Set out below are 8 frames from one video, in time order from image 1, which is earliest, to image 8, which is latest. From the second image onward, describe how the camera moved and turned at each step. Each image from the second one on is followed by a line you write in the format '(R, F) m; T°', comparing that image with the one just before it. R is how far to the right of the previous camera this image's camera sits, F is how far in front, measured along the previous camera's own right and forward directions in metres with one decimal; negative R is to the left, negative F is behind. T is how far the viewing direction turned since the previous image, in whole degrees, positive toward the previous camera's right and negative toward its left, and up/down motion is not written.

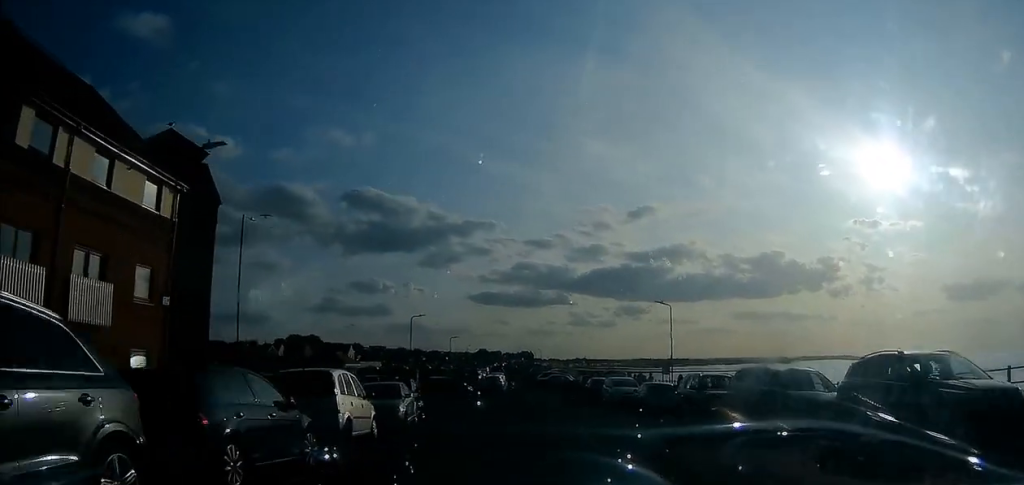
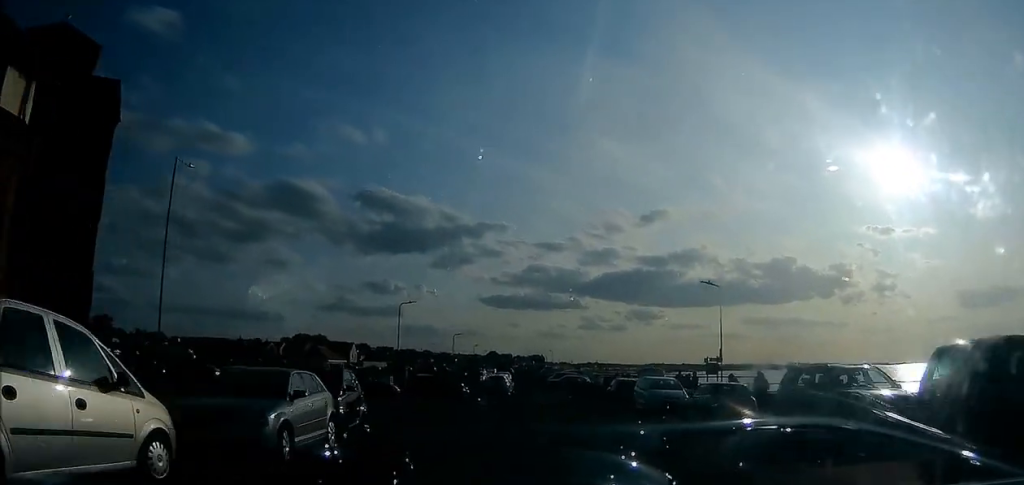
(+0.1, +9.1) m; 0°
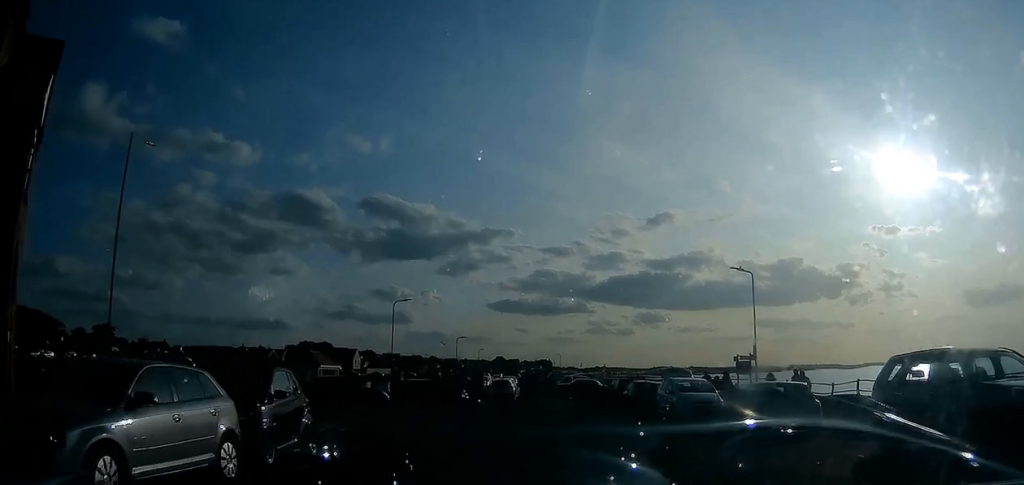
(0.0, +4.2) m; 0°
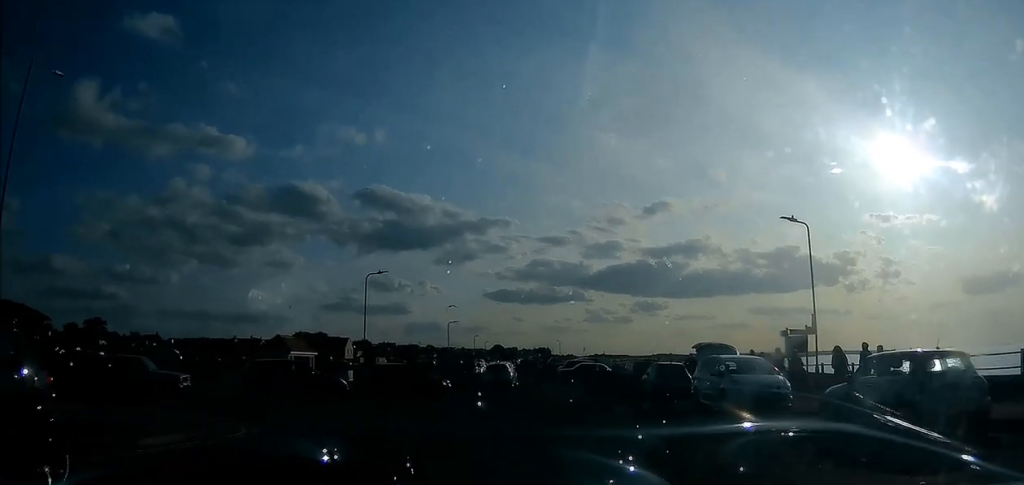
(0.0, +6.5) m; 0°
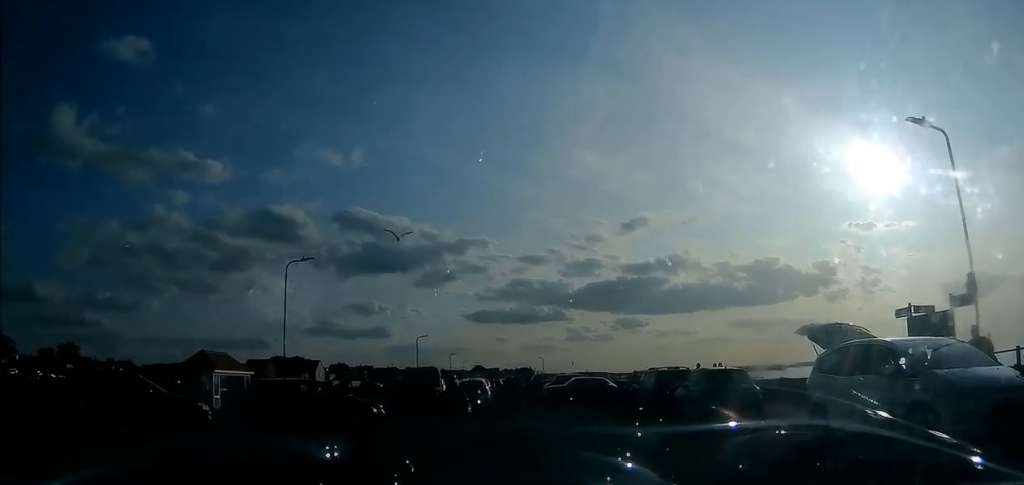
(0.0, +9.6) m; +1°
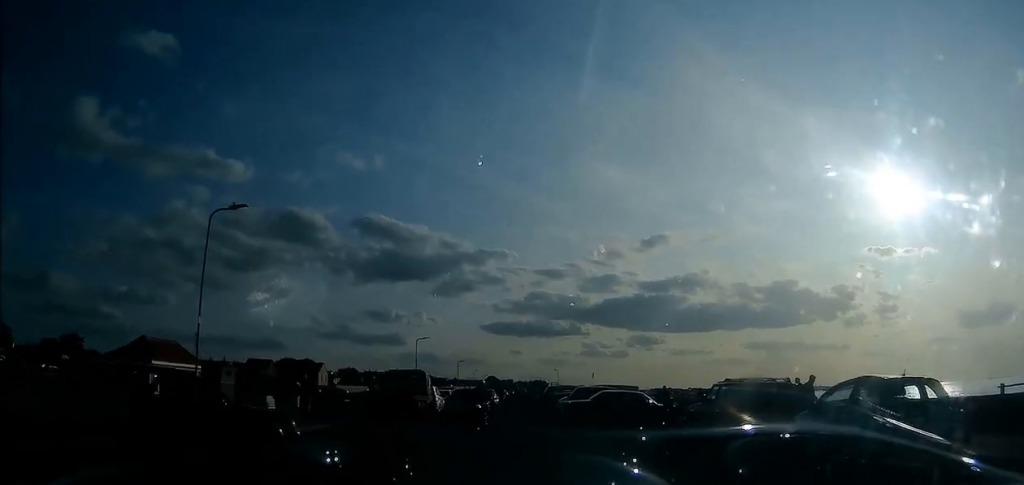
(+0.1, +8.6) m; -1°
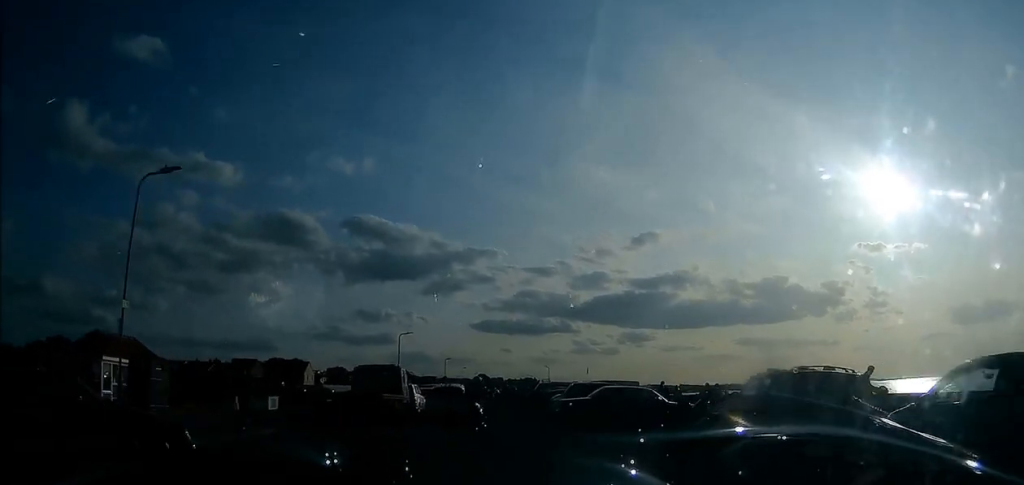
(-0.1, +3.7) m; -1°
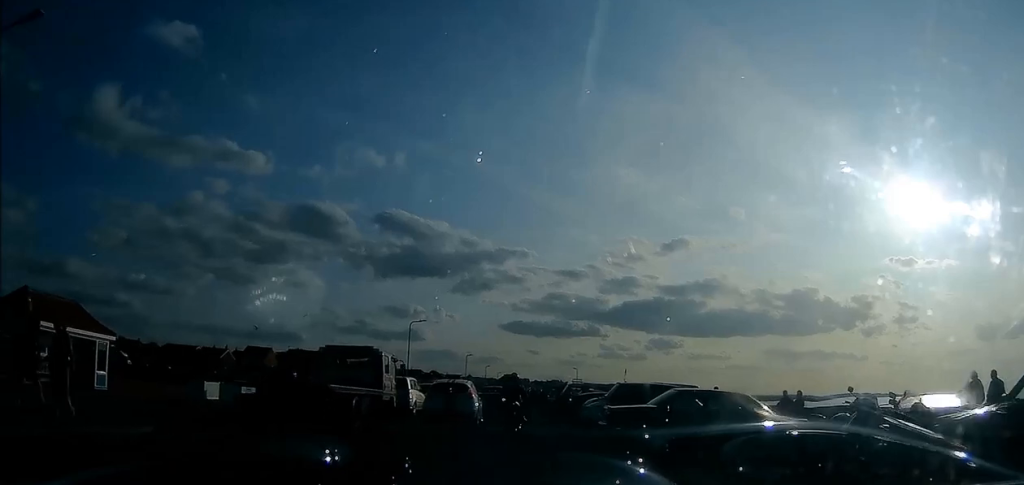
(-0.1, +7.6) m; -2°
